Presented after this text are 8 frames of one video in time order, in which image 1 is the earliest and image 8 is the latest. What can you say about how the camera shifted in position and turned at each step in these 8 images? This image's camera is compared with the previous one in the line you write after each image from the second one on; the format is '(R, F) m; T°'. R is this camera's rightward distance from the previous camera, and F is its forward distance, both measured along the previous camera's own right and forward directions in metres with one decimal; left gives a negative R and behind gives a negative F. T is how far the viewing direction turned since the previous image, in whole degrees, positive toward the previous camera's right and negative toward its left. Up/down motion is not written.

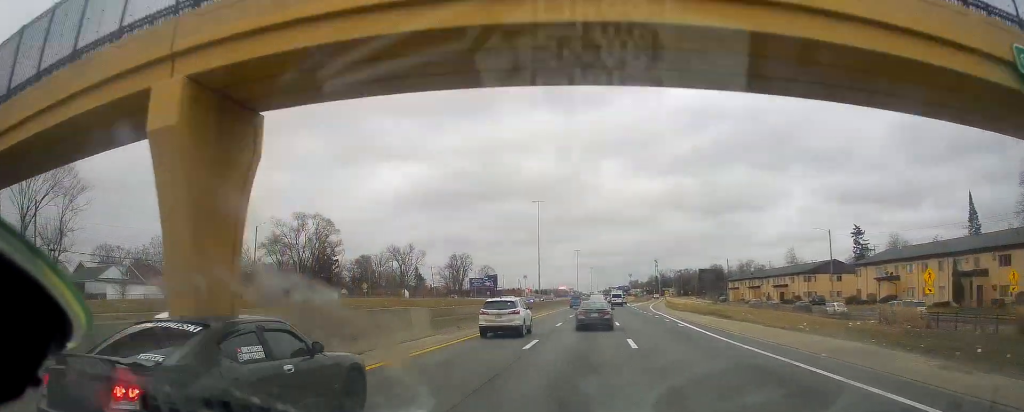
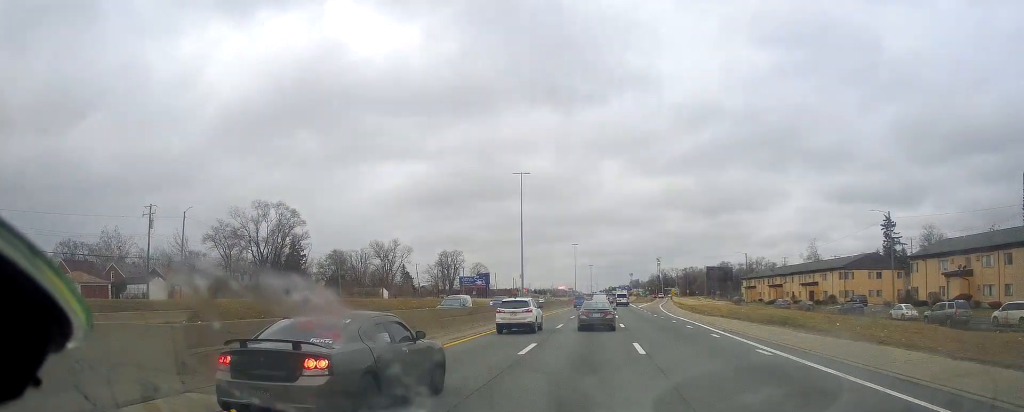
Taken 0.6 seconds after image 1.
(+0.1, +17.2) m; 0°
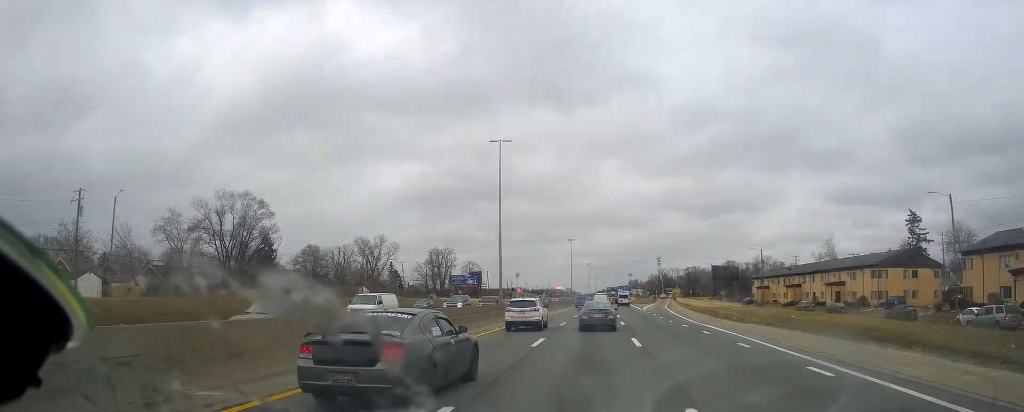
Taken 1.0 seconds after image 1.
(0.0, +12.2) m; 0°
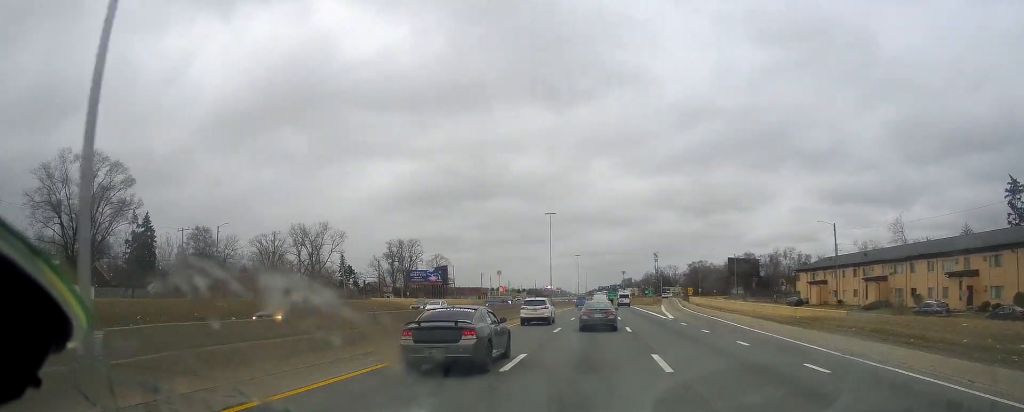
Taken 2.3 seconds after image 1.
(0.0, +37.0) m; 0°
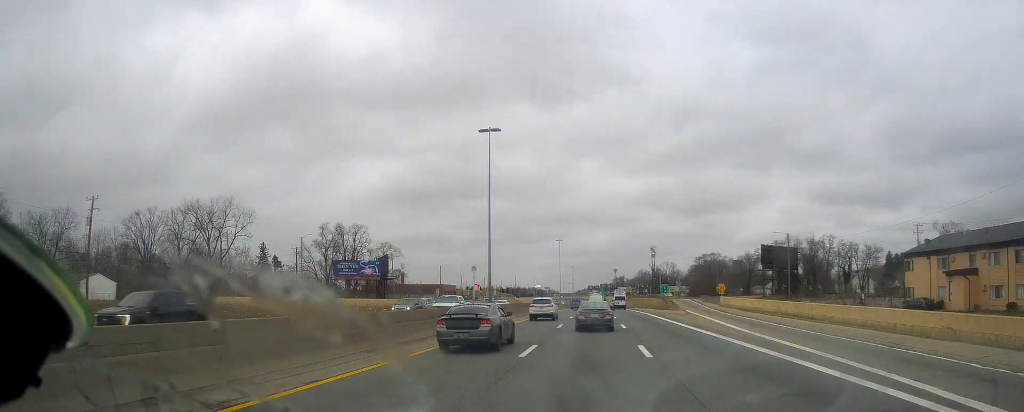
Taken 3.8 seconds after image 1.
(+0.2, +42.4) m; +1°
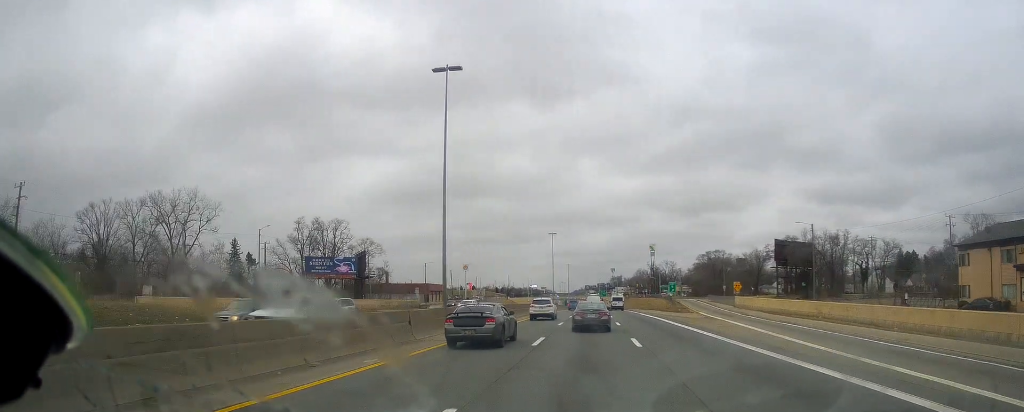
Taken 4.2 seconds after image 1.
(+0.1, +11.7) m; +1°
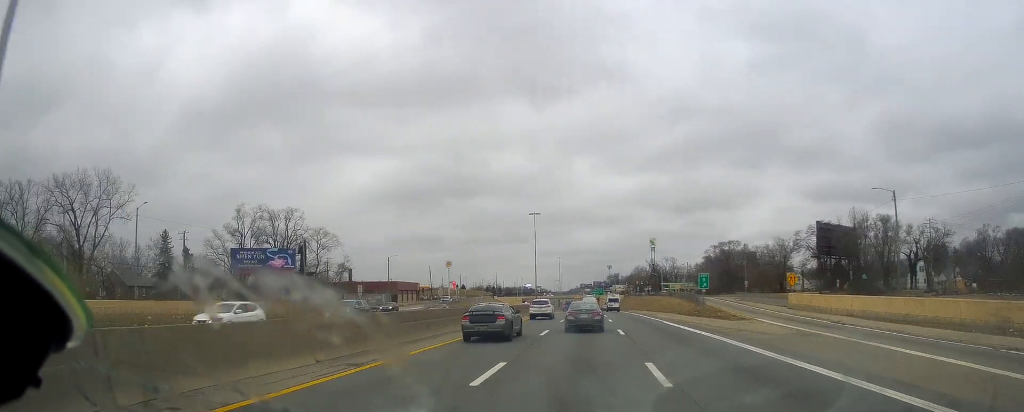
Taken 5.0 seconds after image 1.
(+0.3, +24.4) m; +1°
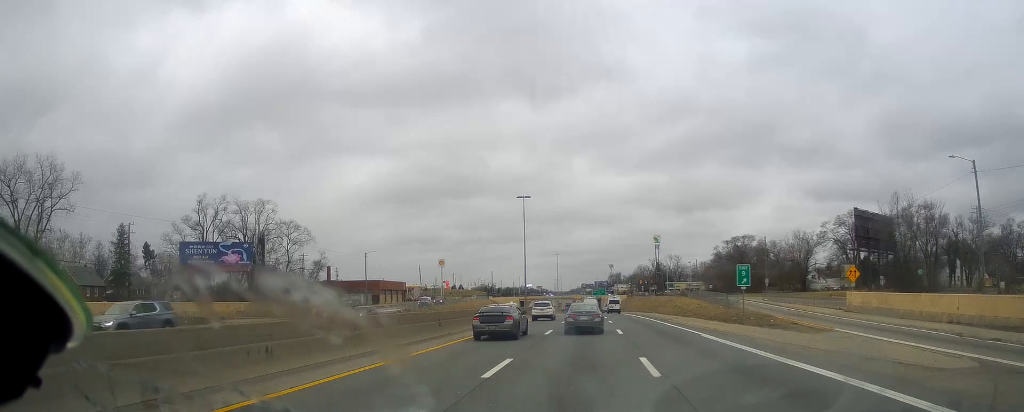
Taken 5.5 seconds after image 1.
(+0.1, +13.7) m; 0°
